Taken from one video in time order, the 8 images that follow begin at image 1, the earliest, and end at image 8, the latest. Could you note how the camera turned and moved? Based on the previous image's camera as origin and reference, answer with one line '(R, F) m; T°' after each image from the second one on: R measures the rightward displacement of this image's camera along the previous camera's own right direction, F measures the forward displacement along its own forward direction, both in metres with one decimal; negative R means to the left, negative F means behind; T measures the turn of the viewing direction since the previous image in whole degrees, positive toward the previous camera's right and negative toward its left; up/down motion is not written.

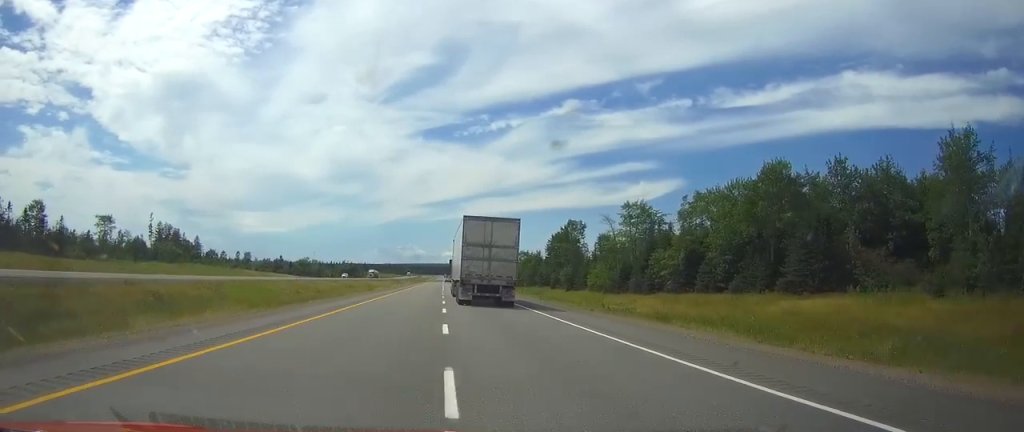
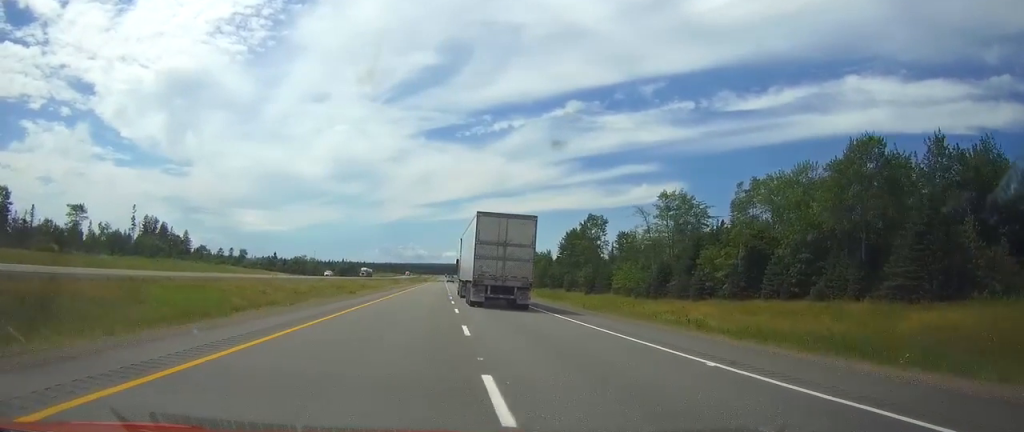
(-0.1, +18.3) m; 0°
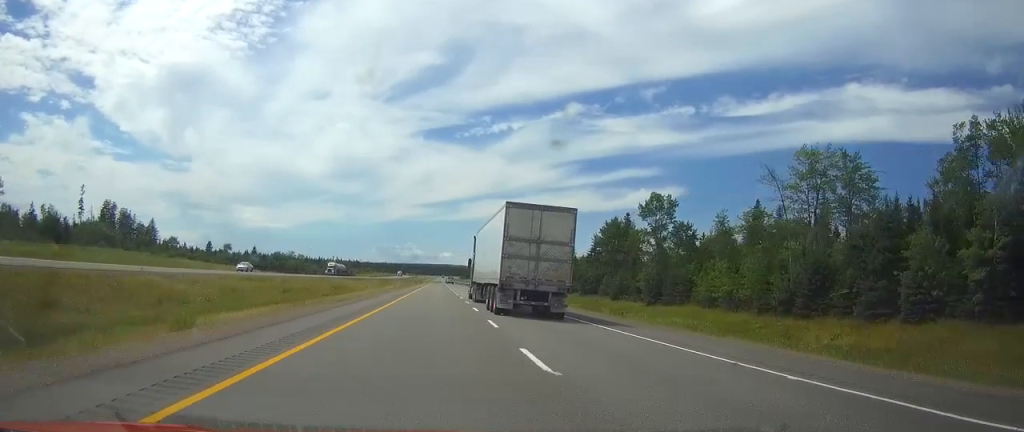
(0.0, +41.3) m; 0°
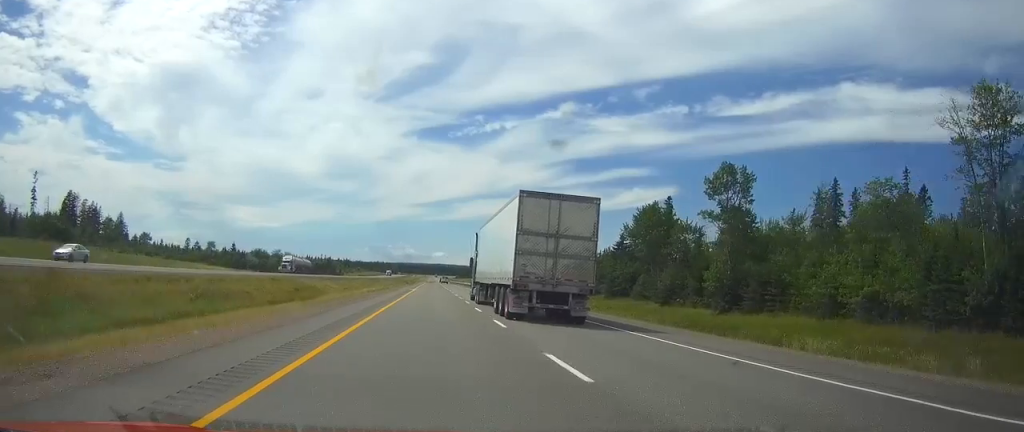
(+0.1, +27.3) m; 0°
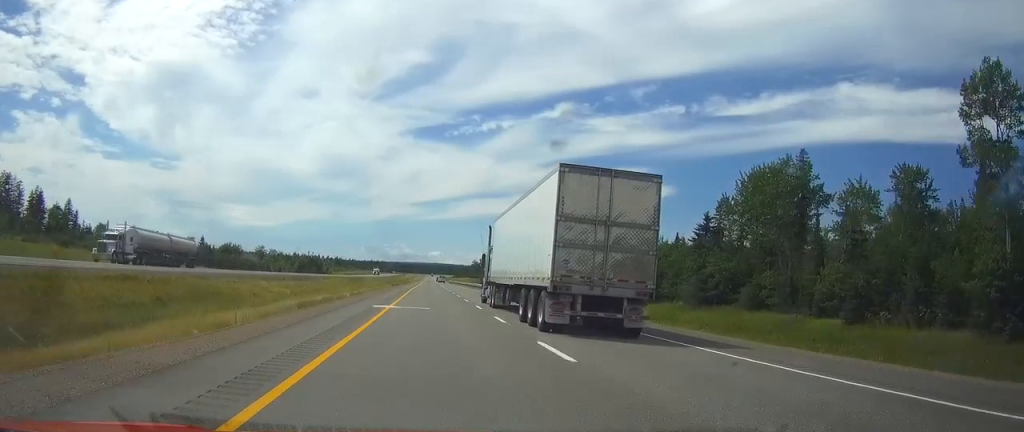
(+0.2, +42.7) m; +1°
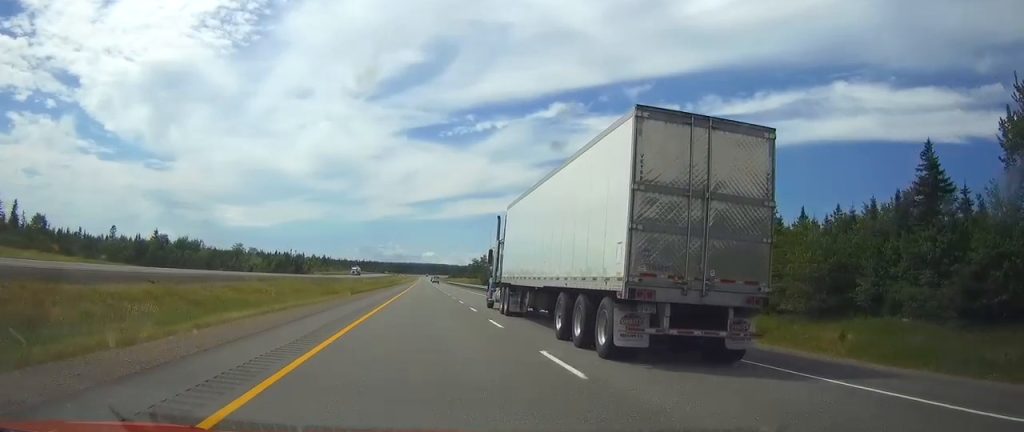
(+0.3, +47.3) m; 0°
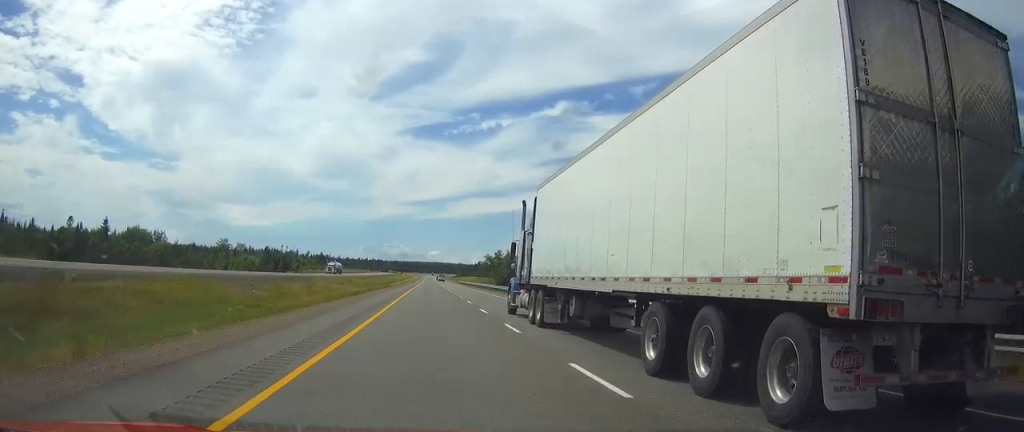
(-0.1, +46.3) m; 0°
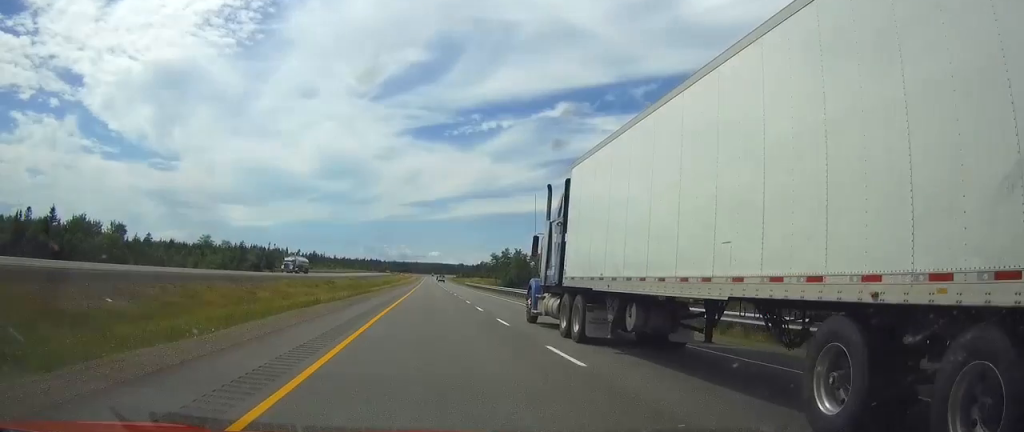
(0.0, +33.2) m; 0°
